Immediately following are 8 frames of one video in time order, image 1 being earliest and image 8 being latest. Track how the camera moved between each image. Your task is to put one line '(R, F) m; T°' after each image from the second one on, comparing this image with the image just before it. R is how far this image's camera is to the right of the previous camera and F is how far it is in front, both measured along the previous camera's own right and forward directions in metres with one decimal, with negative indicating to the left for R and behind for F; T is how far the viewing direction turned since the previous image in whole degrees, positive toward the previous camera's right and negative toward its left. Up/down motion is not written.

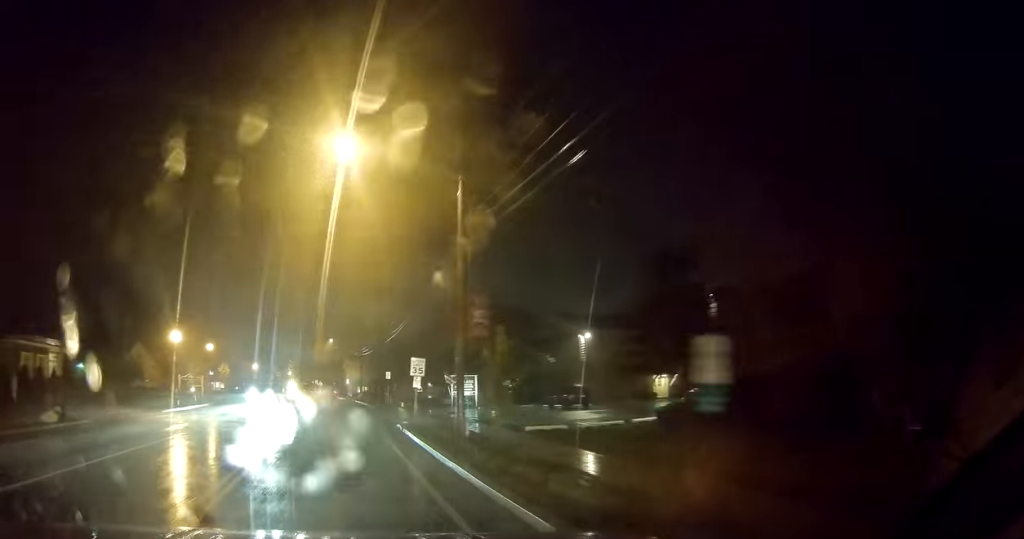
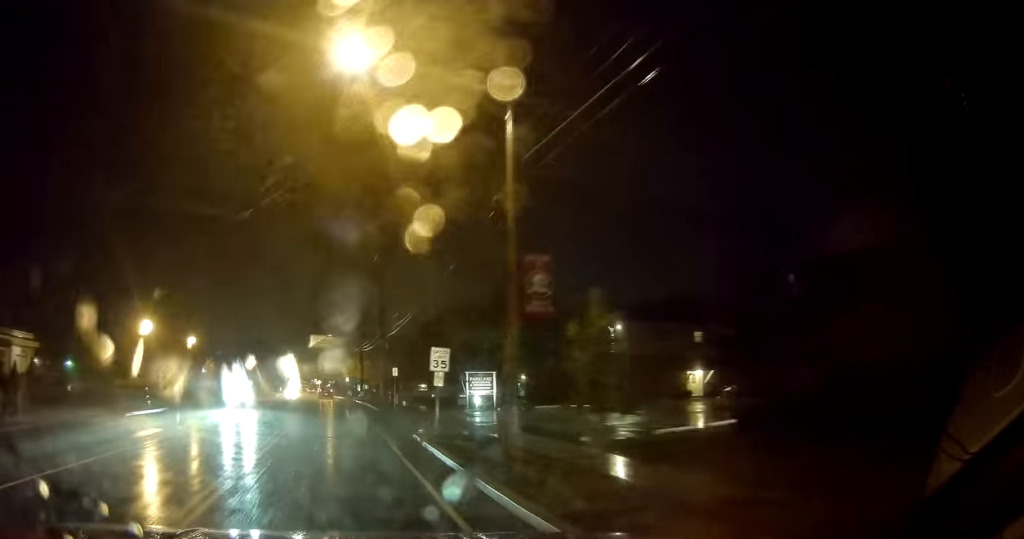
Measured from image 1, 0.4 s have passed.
(0.0, +5.9) m; -1°
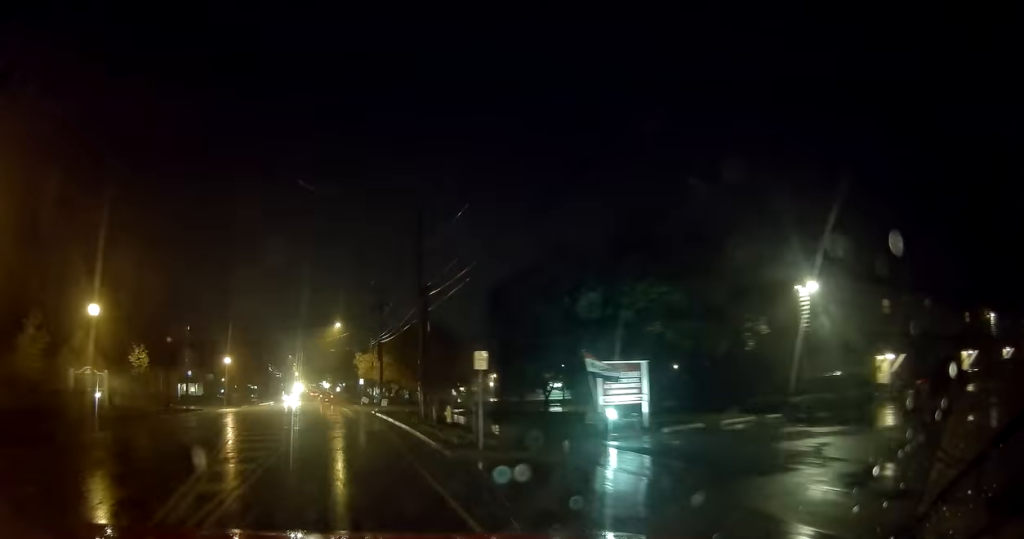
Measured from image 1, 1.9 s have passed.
(-0.4, +20.0) m; -1°
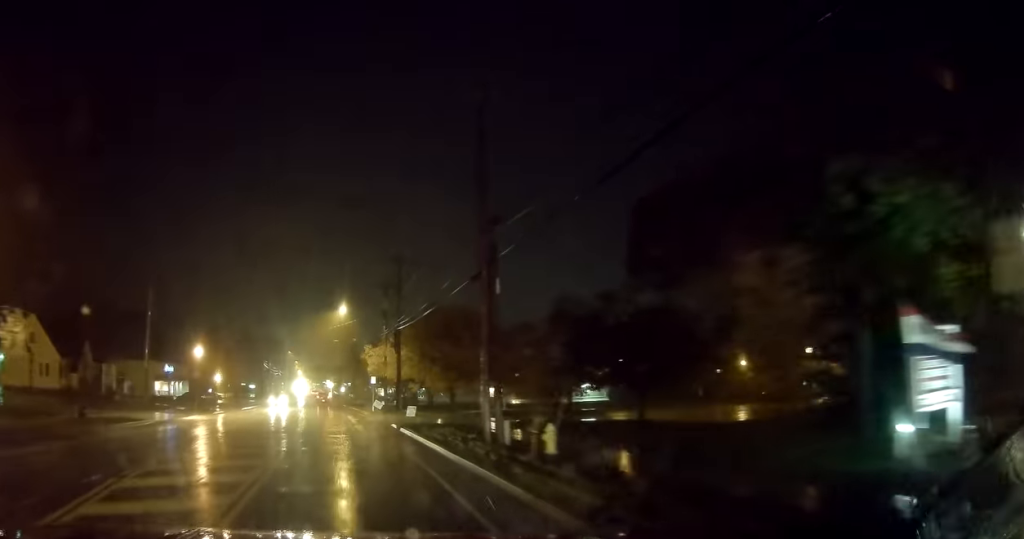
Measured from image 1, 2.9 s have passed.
(+0.4, +13.6) m; 0°
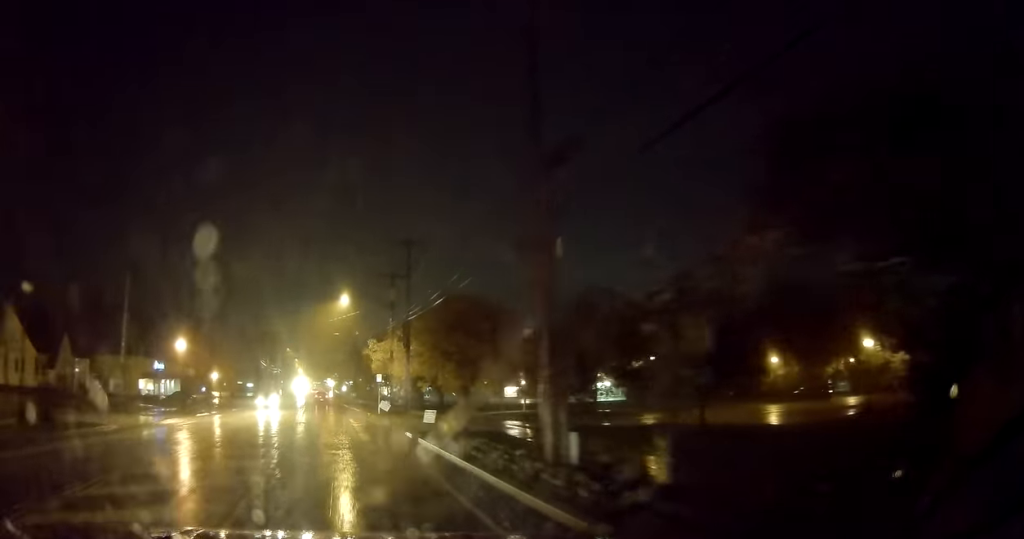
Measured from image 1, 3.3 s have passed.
(-0.1, +5.5) m; 0°
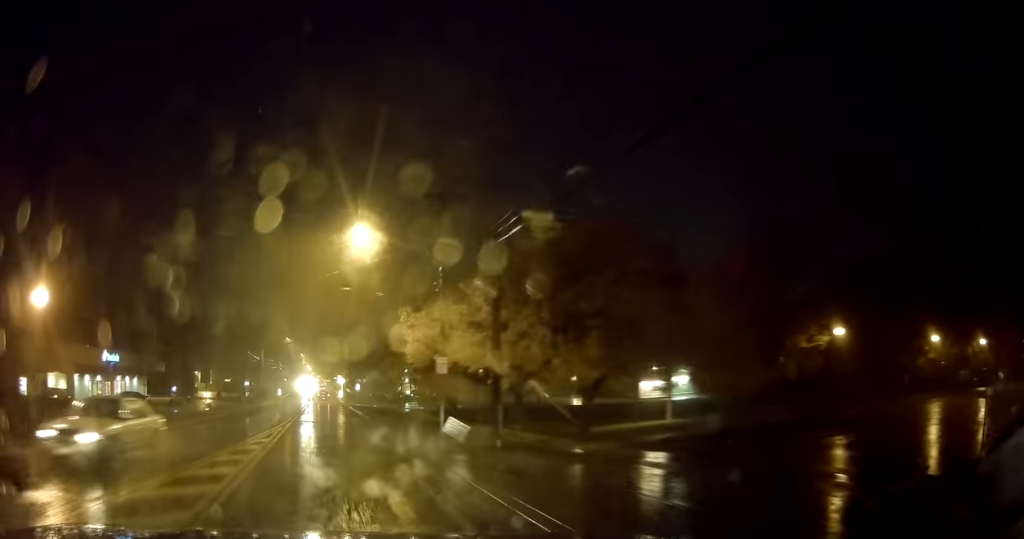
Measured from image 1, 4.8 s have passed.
(-0.3, +20.9) m; -2°
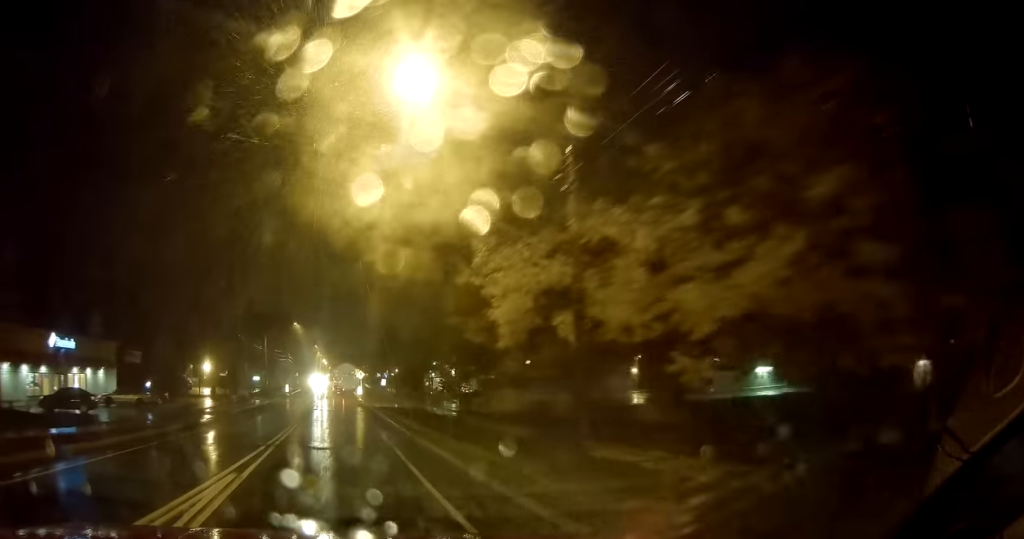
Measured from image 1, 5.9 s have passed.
(-0.4, +14.8) m; -2°
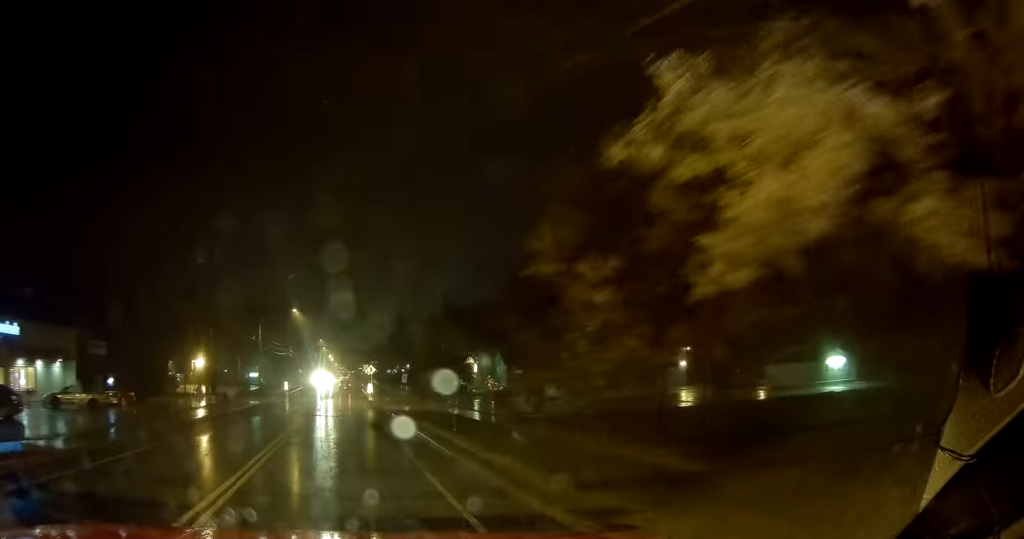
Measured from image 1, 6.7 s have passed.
(0.0, +10.5) m; 0°
